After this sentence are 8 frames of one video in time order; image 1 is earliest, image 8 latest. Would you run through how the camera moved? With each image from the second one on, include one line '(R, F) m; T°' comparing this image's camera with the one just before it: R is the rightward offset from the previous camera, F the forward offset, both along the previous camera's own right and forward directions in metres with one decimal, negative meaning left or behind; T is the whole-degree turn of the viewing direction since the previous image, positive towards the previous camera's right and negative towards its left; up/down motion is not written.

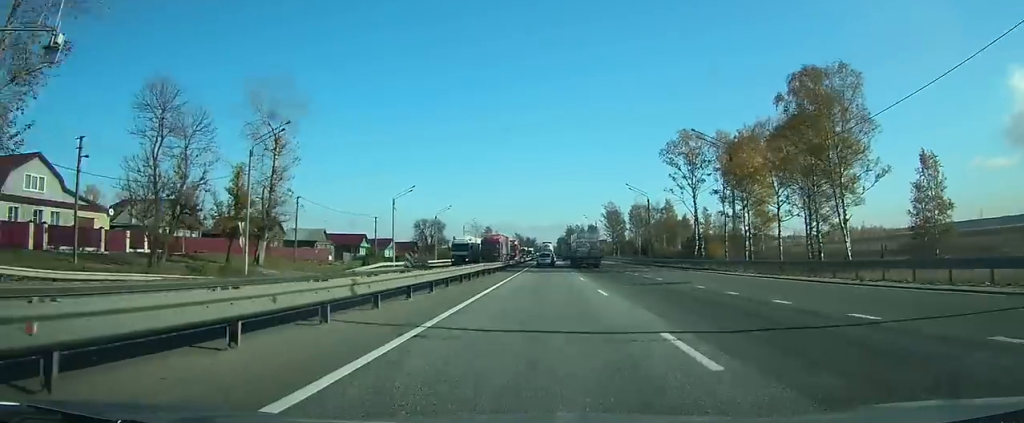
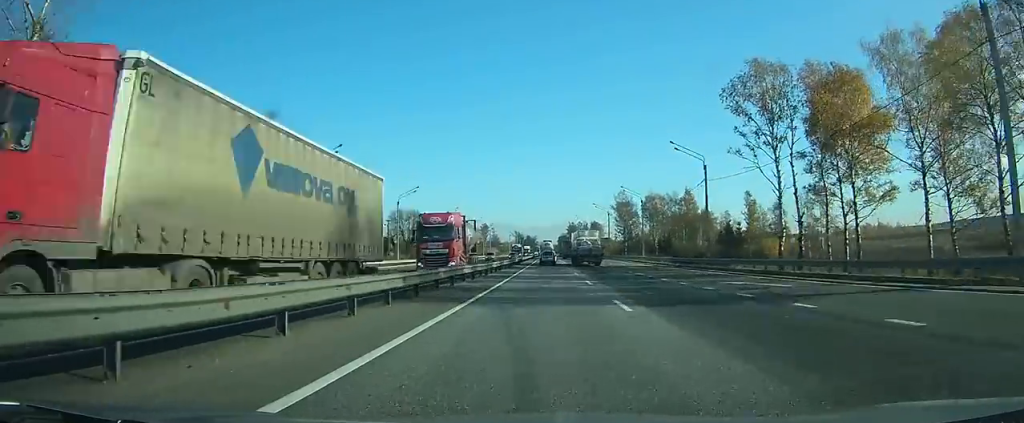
(+0.1, +30.7) m; 0°
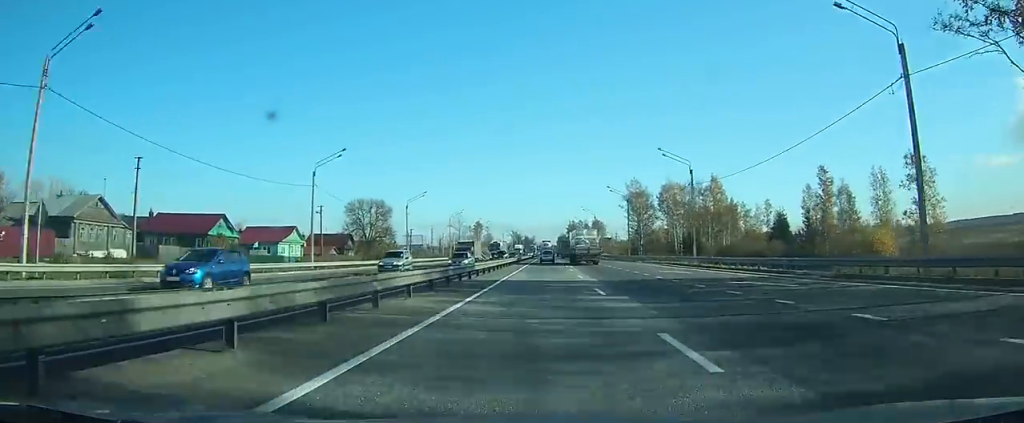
(+0.1, +31.5) m; 0°
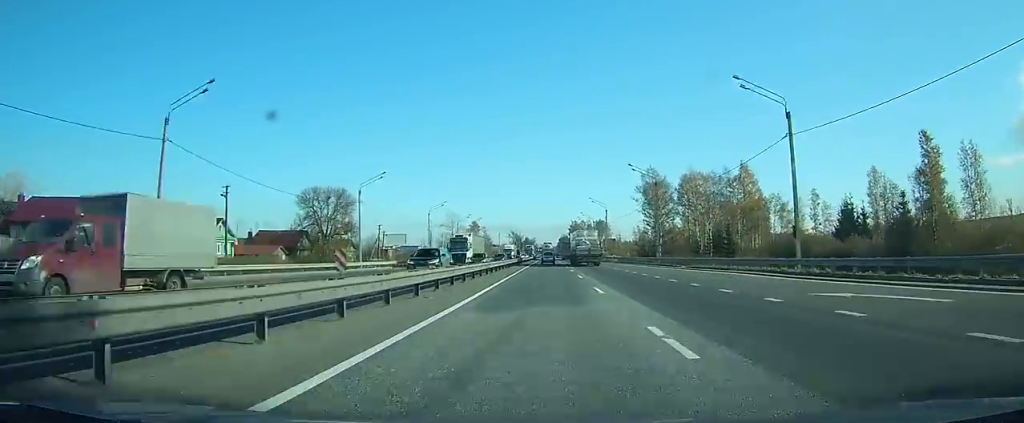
(-0.1, +23.1) m; 0°
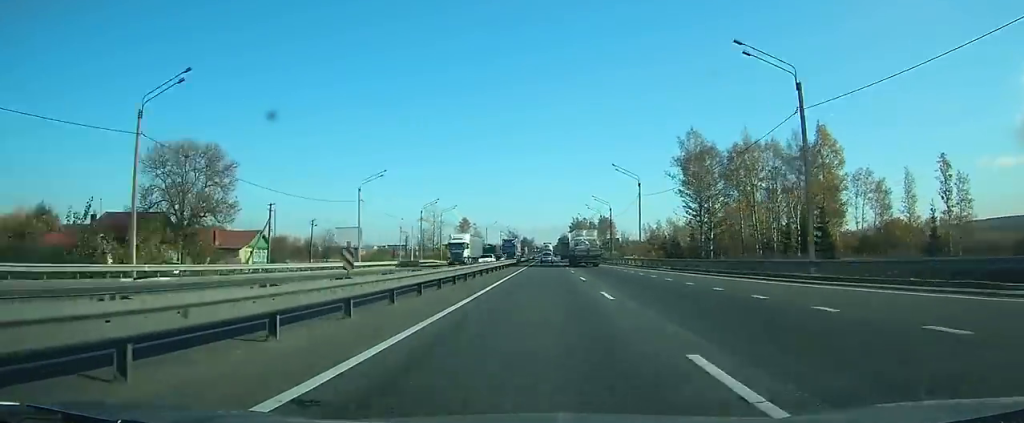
(-0.1, +39.7) m; 0°
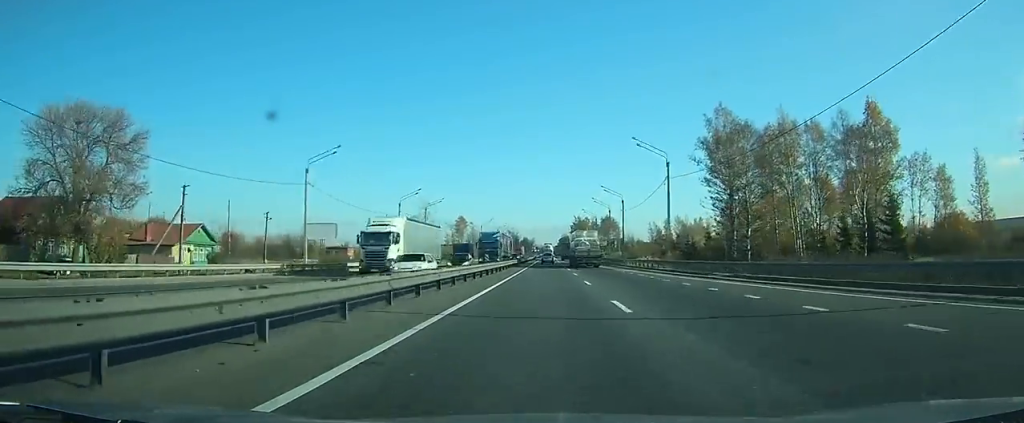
(0.0, +15.7) m; 0°
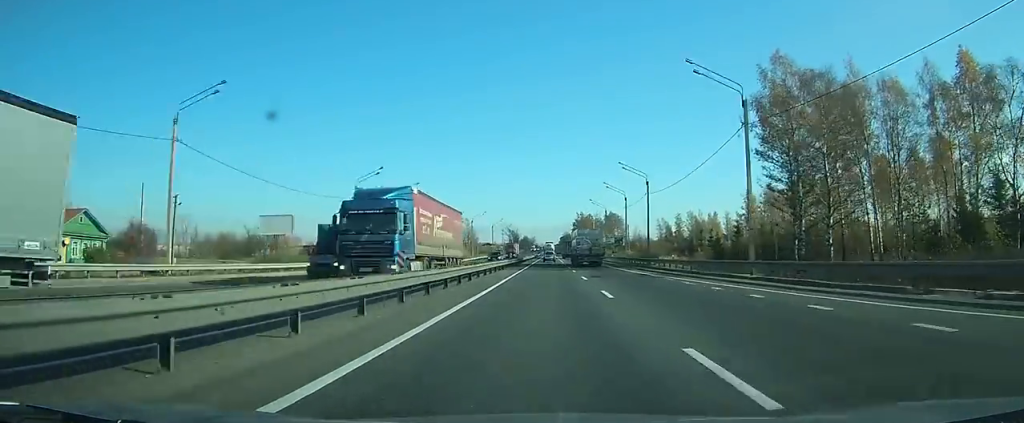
(0.0, +20.2) m; 0°
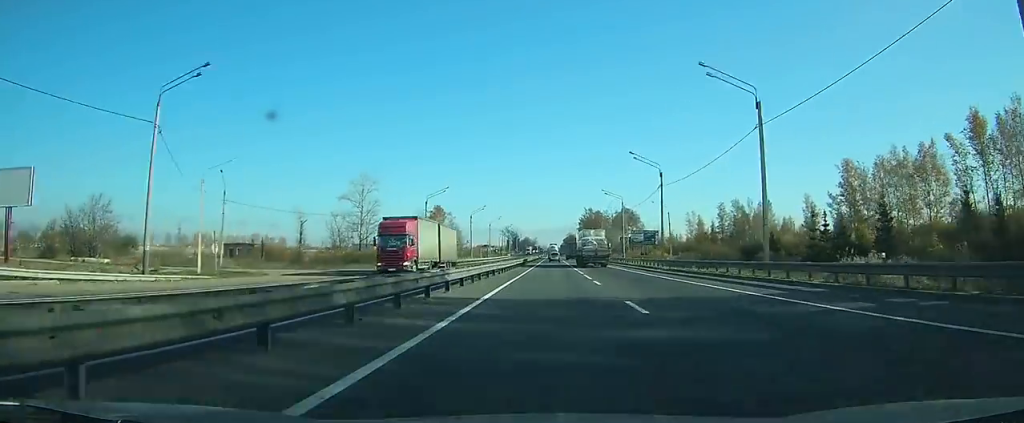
(0.0, +49.7) m; 0°
